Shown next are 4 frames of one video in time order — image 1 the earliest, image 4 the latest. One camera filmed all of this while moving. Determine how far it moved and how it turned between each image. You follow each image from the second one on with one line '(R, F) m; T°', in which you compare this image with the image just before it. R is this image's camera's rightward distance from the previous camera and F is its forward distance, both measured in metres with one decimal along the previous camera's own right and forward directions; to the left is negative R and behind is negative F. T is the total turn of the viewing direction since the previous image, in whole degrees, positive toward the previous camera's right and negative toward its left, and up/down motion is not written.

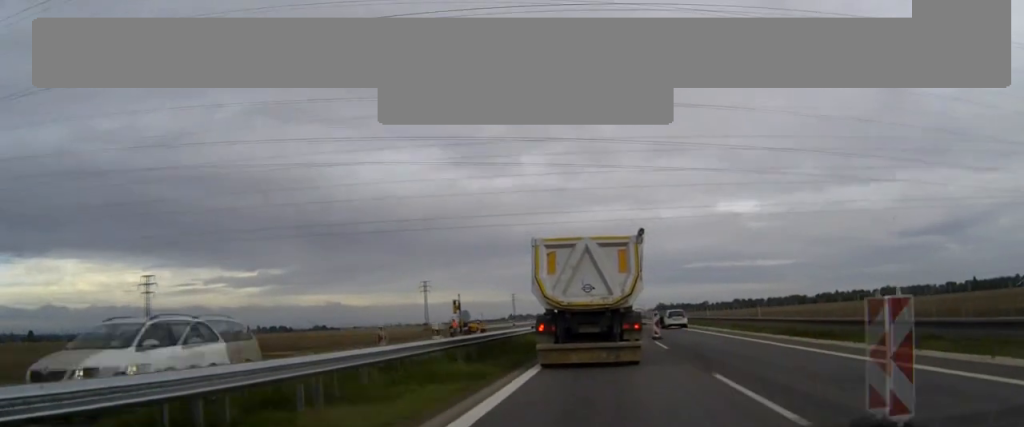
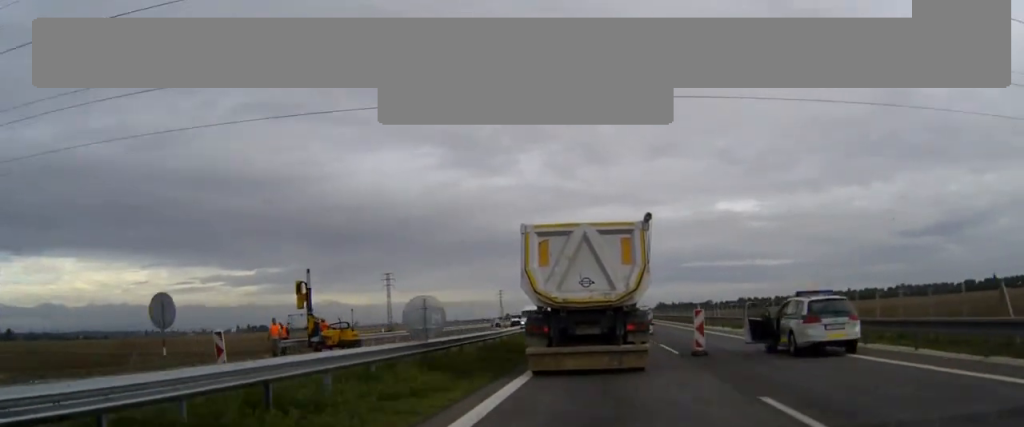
(0.0, +40.3) m; 0°
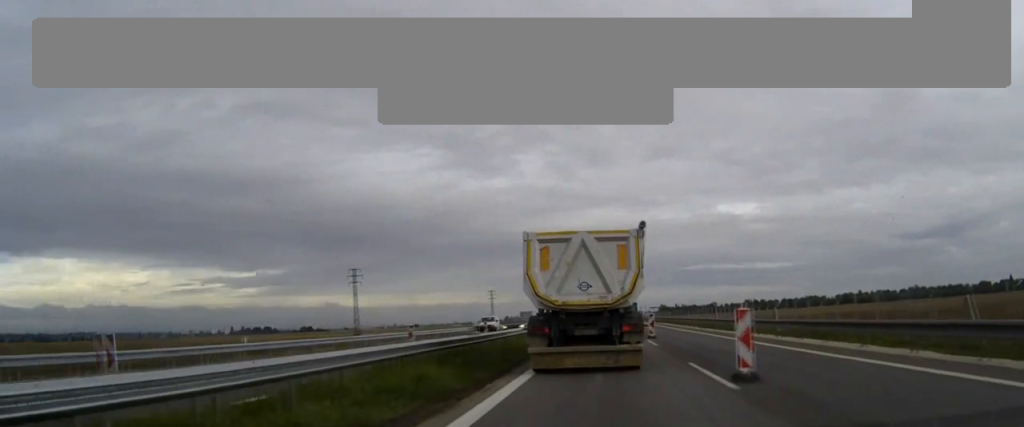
(0.0, +28.3) m; 0°
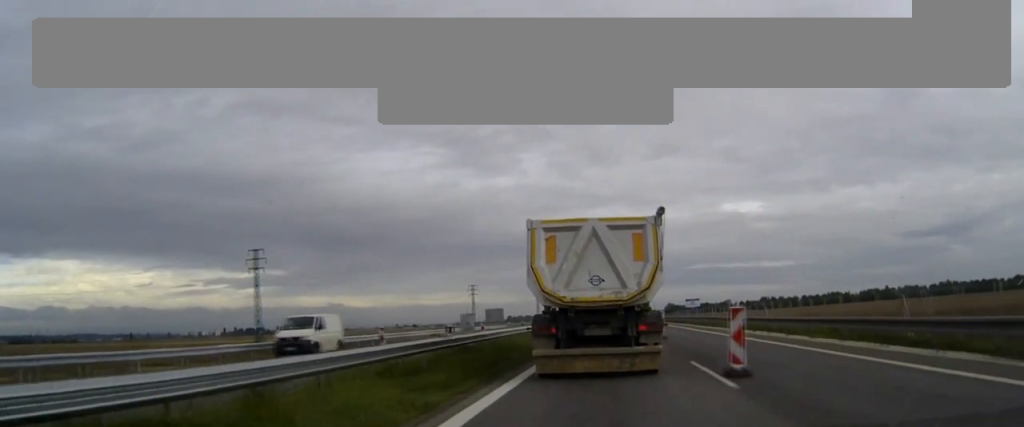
(-0.2, +54.1) m; -1°
